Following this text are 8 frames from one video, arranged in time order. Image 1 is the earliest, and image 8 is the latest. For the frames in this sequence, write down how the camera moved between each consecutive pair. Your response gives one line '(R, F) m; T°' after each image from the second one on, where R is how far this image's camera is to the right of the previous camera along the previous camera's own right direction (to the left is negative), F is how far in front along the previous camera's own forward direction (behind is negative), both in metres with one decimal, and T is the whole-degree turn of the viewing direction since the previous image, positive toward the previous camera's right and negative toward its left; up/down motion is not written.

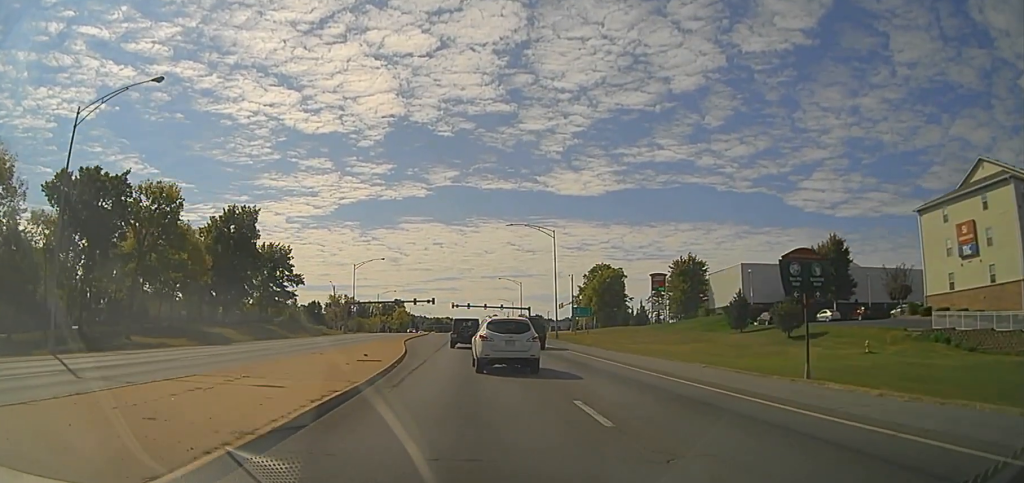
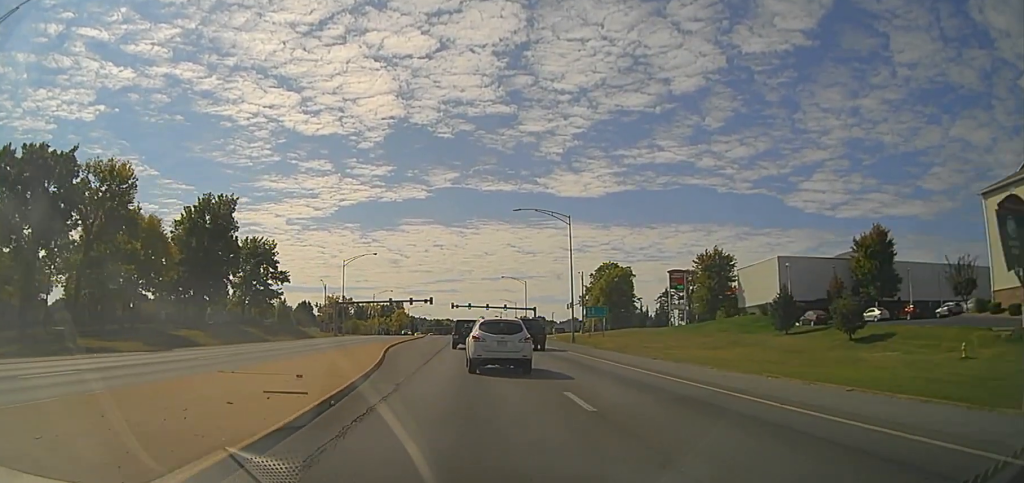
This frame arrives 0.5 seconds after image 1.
(0.0, +10.9) m; 0°
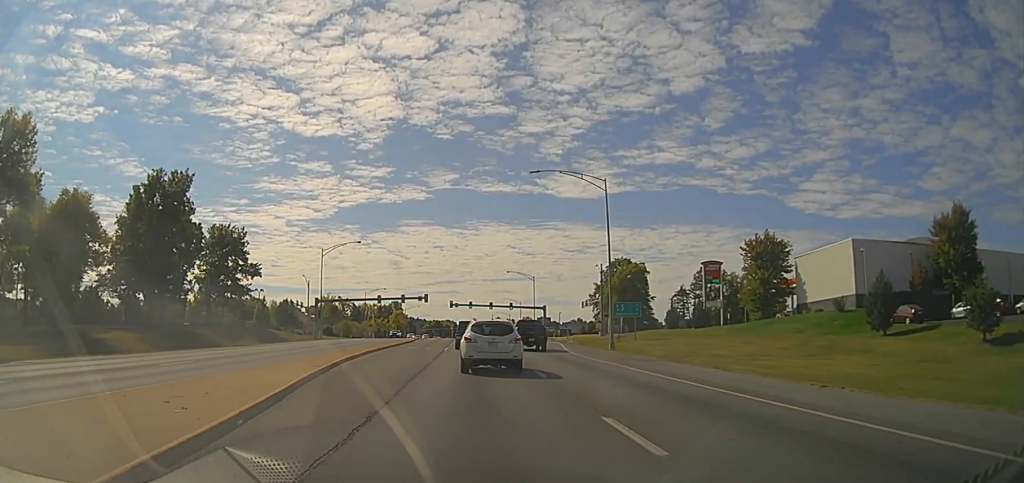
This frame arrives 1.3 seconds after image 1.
(+0.3, +16.7) m; 0°
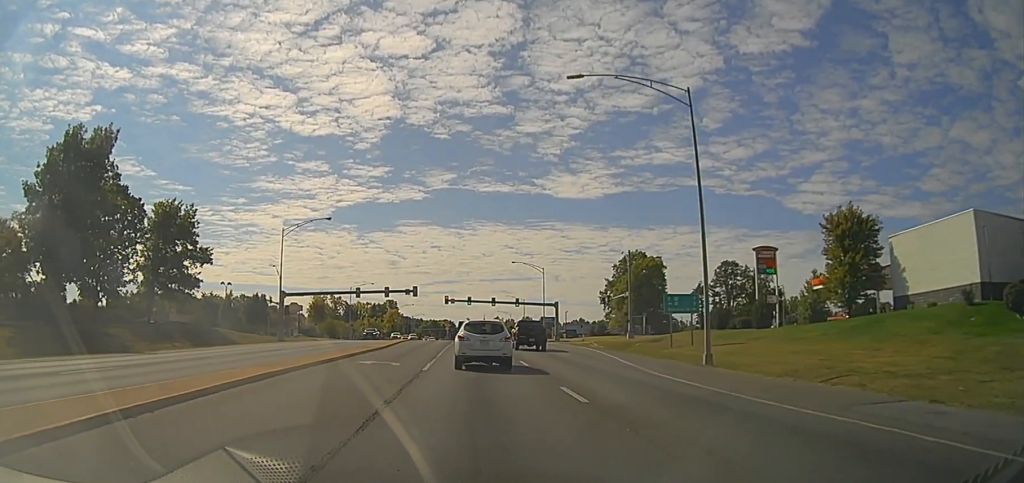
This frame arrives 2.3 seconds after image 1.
(-0.4, +19.1) m; 0°
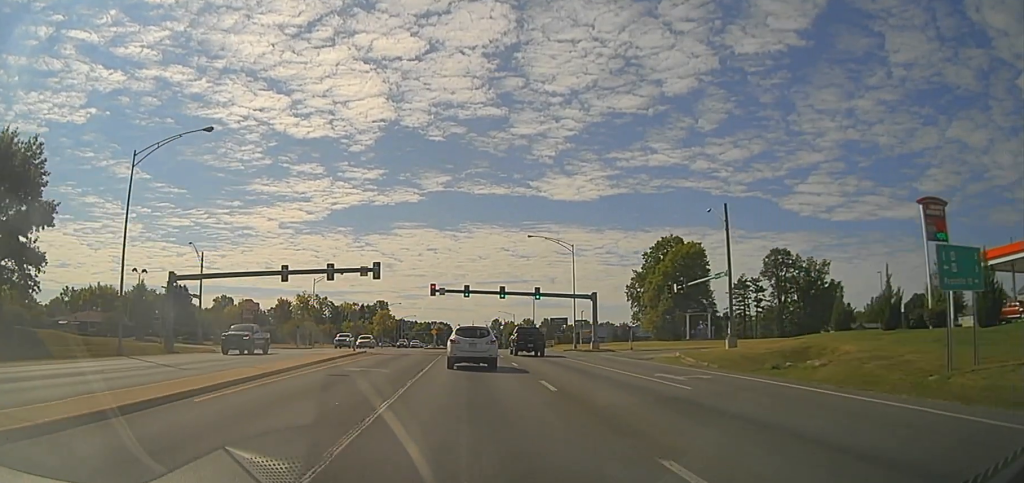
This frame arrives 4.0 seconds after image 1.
(+0.7, +33.2) m; 0°
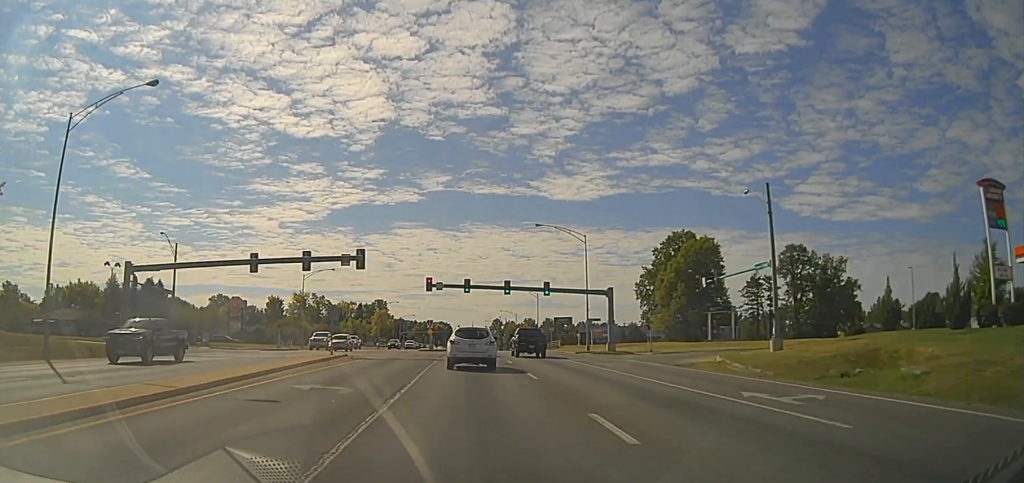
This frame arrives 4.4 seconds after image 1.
(0.0, +7.7) m; 0°
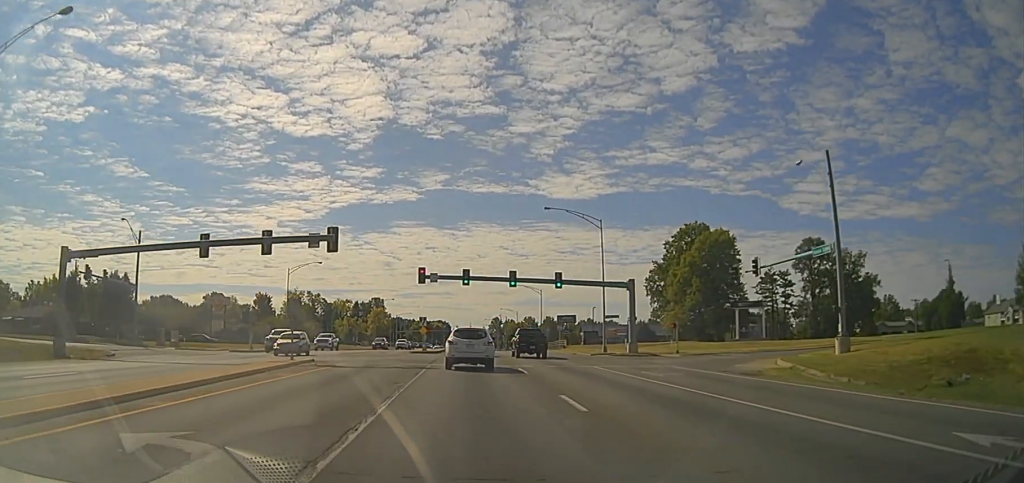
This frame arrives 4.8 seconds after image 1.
(-0.2, +8.5) m; 0°
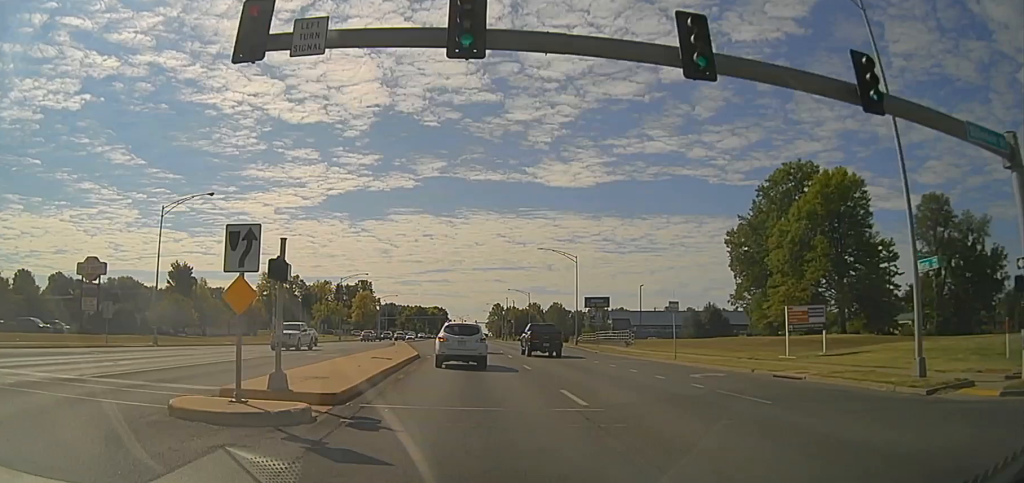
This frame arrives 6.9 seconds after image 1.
(+0.6, +41.5) m; +1°
